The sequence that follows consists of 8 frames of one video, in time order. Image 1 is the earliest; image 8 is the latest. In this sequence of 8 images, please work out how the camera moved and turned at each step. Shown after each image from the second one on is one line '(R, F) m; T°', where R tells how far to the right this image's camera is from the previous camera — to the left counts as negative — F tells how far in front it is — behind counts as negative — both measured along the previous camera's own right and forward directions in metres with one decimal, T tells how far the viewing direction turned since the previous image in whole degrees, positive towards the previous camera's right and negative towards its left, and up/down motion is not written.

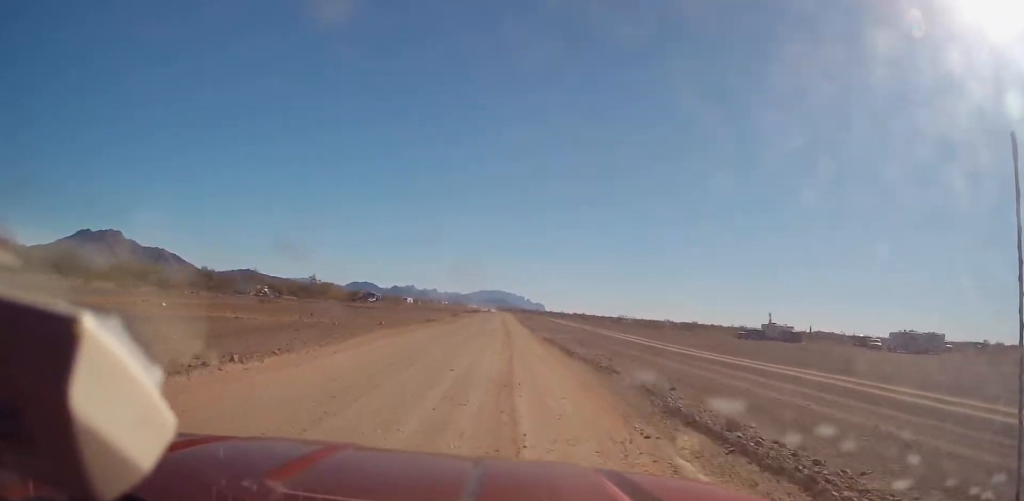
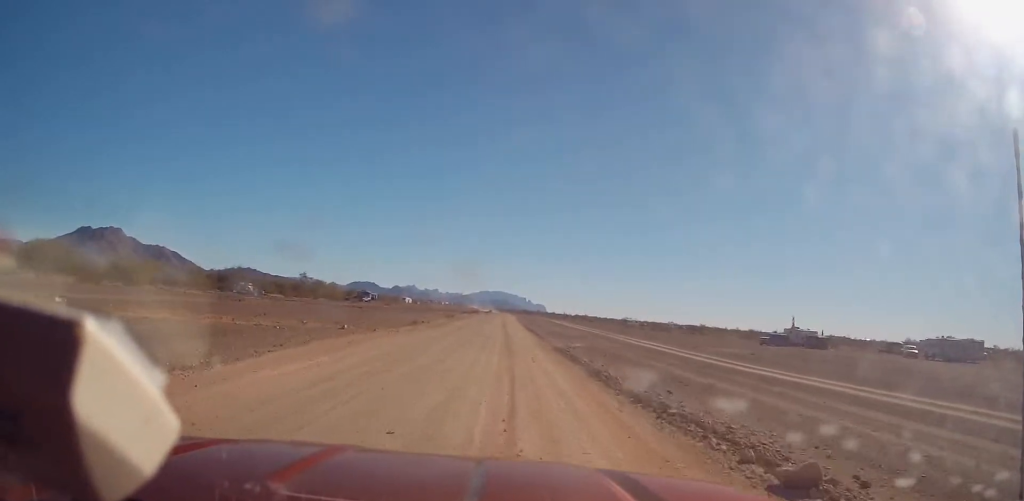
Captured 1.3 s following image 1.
(0.0, +8.9) m; 0°
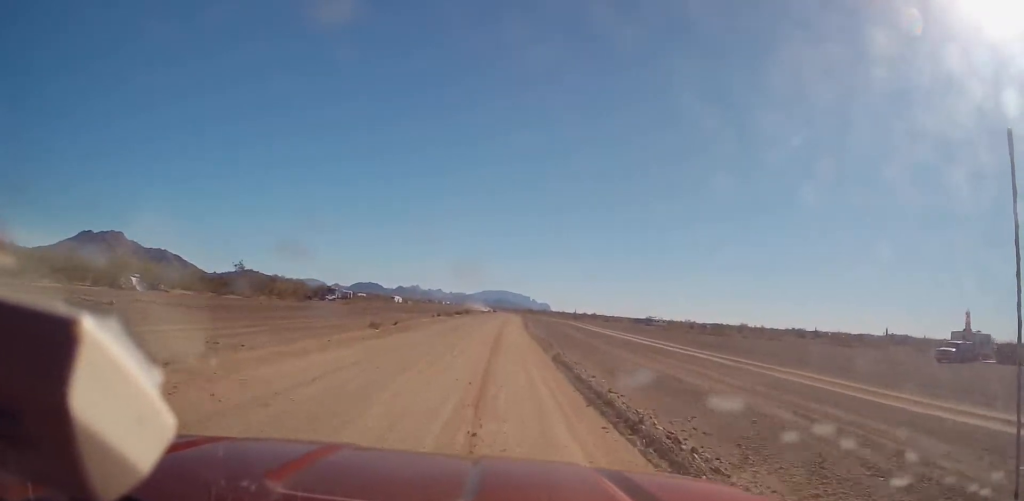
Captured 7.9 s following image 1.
(+1.0, +43.6) m; +1°
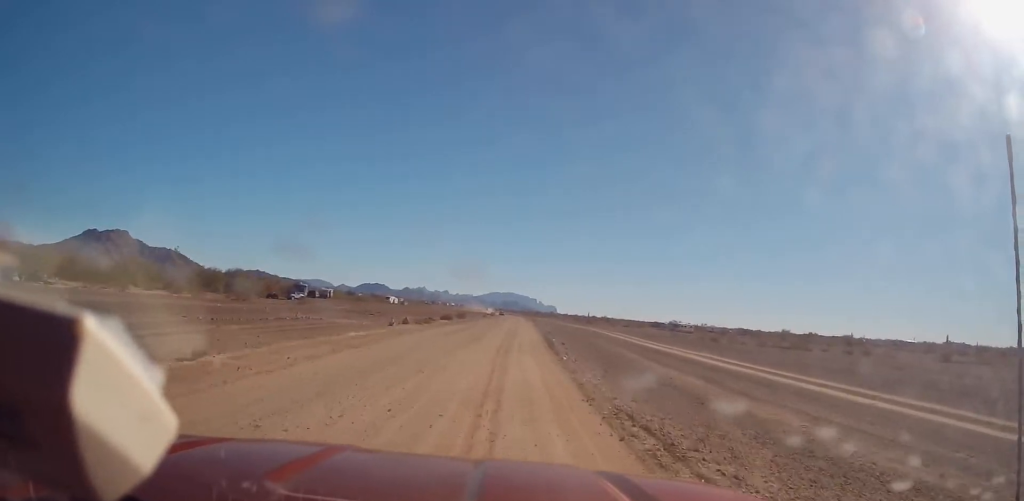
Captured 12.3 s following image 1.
(-0.9, +29.2) m; -2°
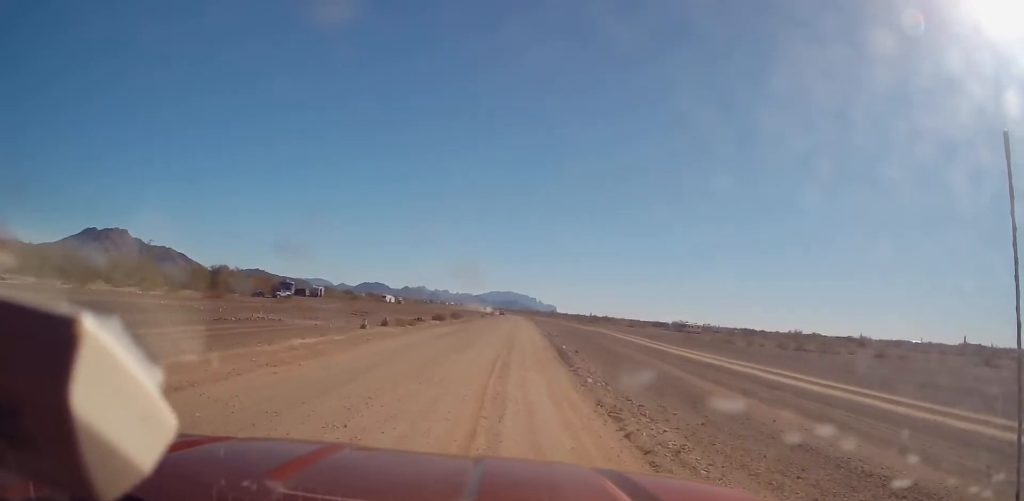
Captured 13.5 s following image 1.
(0.0, +8.1) m; 0°
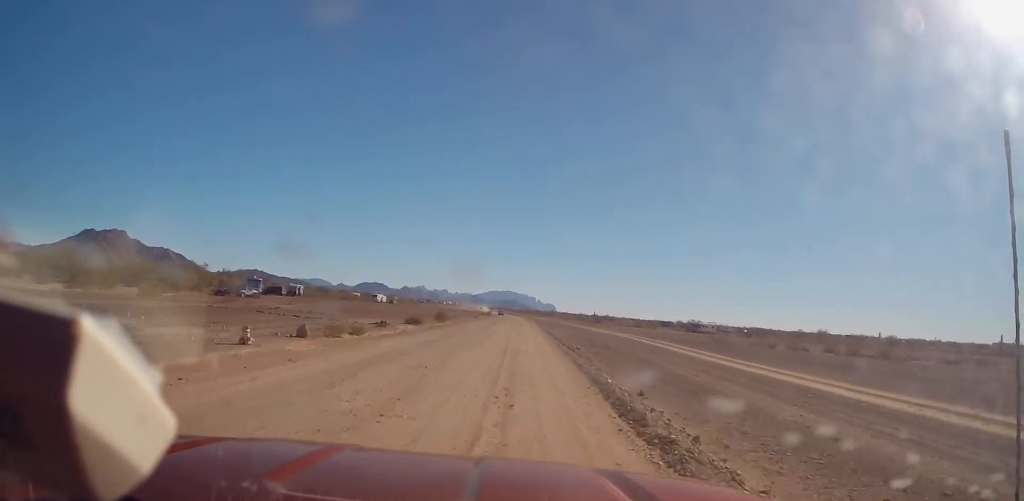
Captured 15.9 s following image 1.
(0.0, +15.9) m; +1°
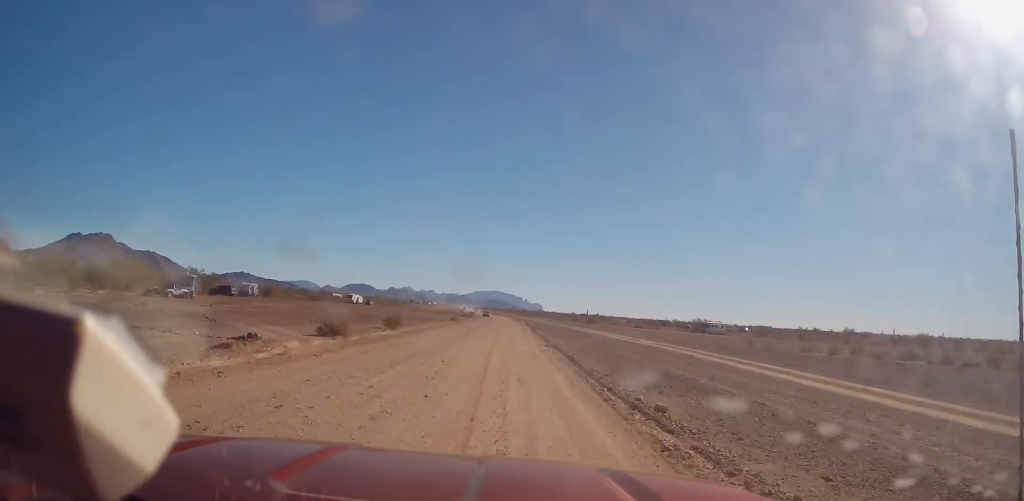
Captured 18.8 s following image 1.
(+0.4, +20.1) m; 0°
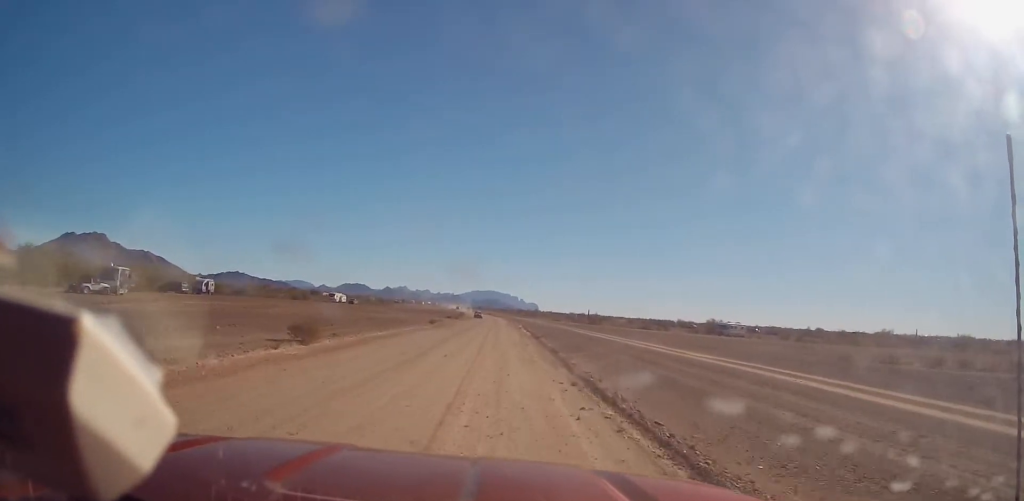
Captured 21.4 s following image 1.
(-0.3, +17.7) m; 0°
